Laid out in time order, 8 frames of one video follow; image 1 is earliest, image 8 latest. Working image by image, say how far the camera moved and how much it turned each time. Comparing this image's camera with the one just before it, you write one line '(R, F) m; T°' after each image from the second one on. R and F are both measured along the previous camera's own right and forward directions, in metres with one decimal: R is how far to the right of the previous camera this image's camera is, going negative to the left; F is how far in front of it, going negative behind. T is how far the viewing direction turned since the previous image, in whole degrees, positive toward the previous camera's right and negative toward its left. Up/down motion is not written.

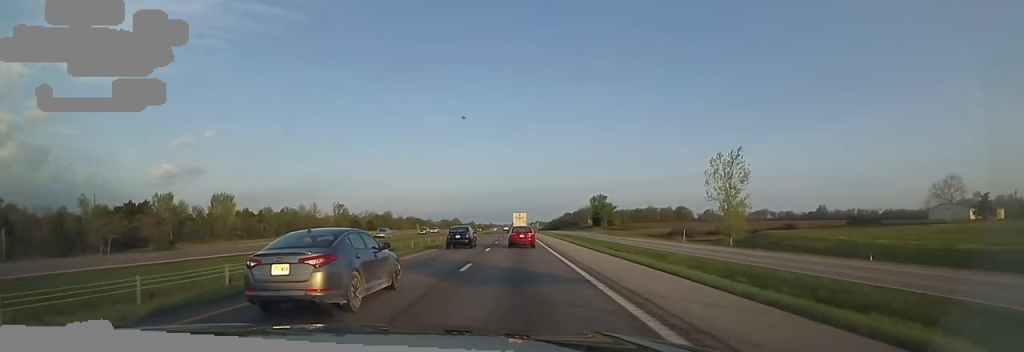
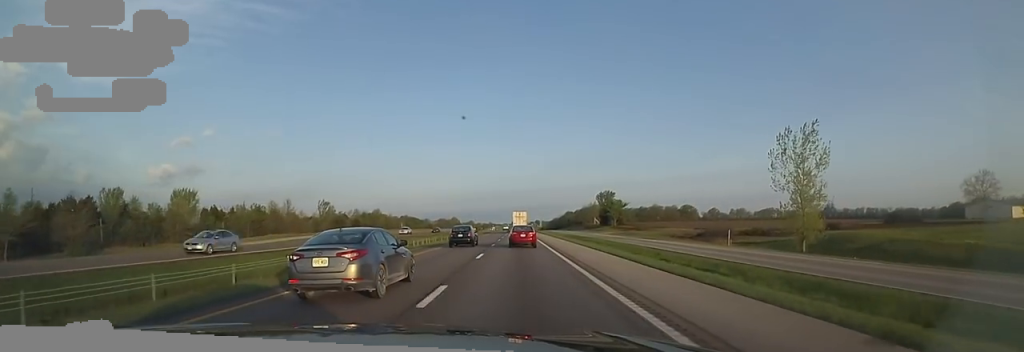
(+0.5, +18.6) m; -1°
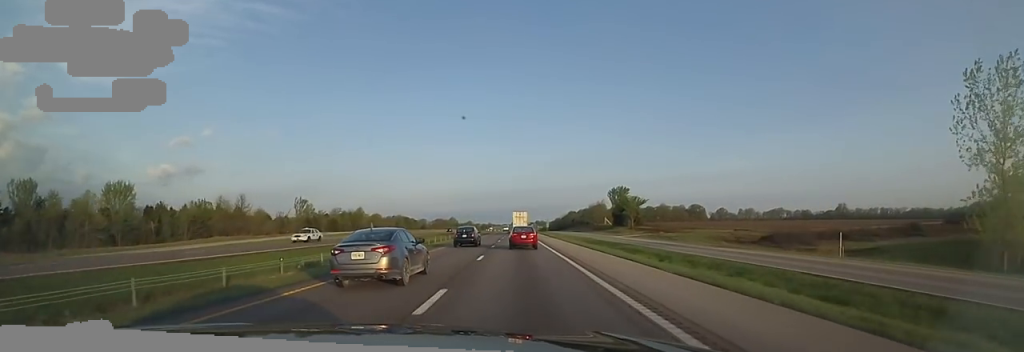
(0.0, +25.0) m; -1°
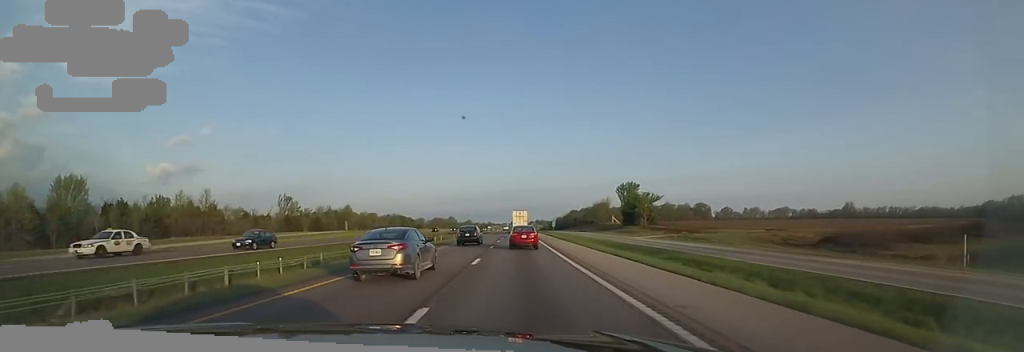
(-0.7, +14.7) m; -1°
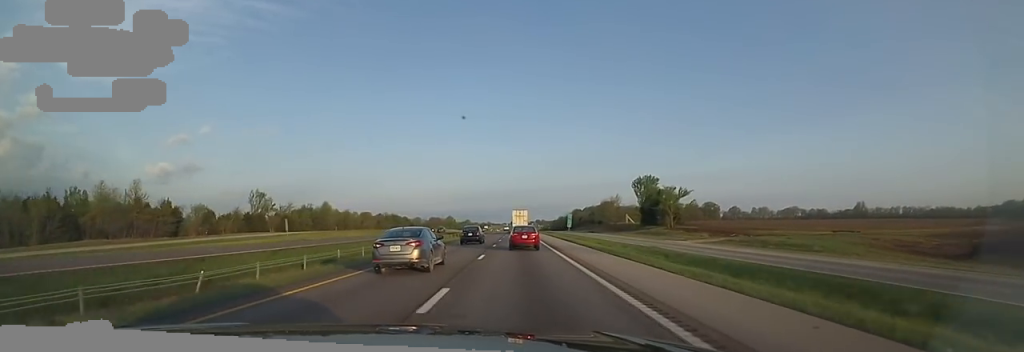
(+0.3, +22.3) m; +1°
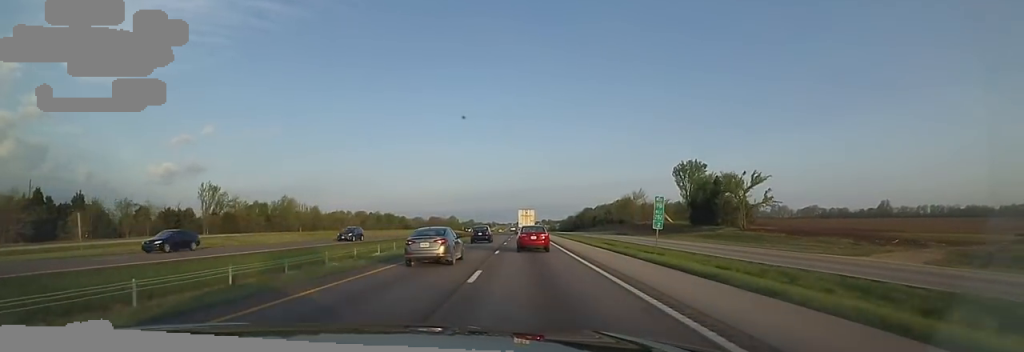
(+0.7, +32.7) m; +1°
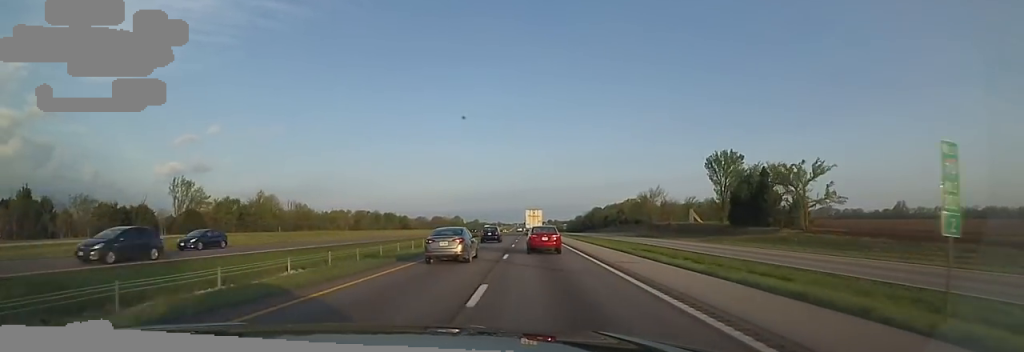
(+0.2, +15.7) m; 0°
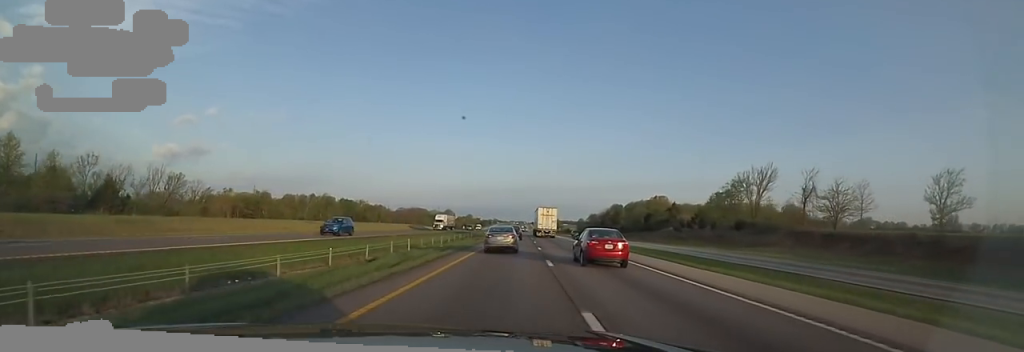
(-2.8, +76.6) m; -1°
